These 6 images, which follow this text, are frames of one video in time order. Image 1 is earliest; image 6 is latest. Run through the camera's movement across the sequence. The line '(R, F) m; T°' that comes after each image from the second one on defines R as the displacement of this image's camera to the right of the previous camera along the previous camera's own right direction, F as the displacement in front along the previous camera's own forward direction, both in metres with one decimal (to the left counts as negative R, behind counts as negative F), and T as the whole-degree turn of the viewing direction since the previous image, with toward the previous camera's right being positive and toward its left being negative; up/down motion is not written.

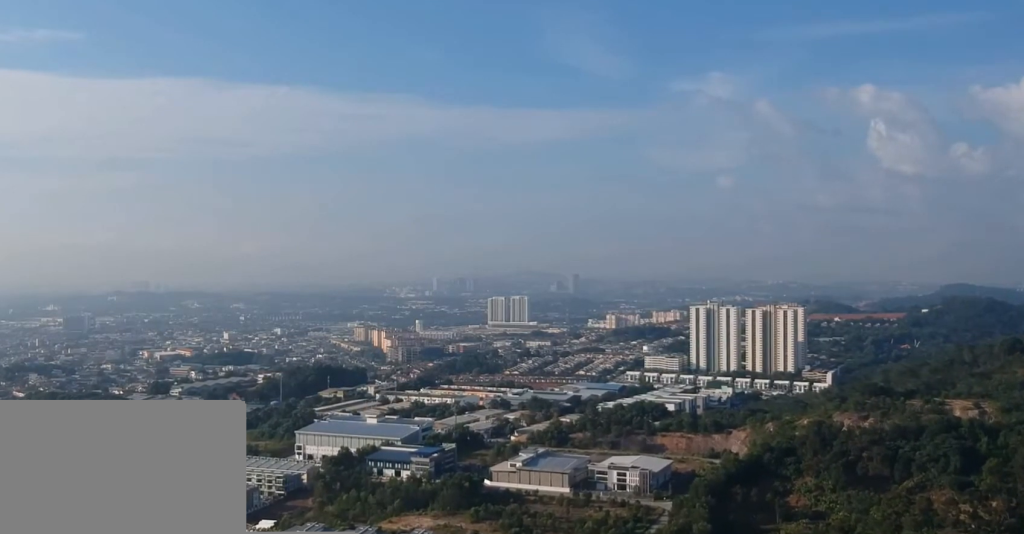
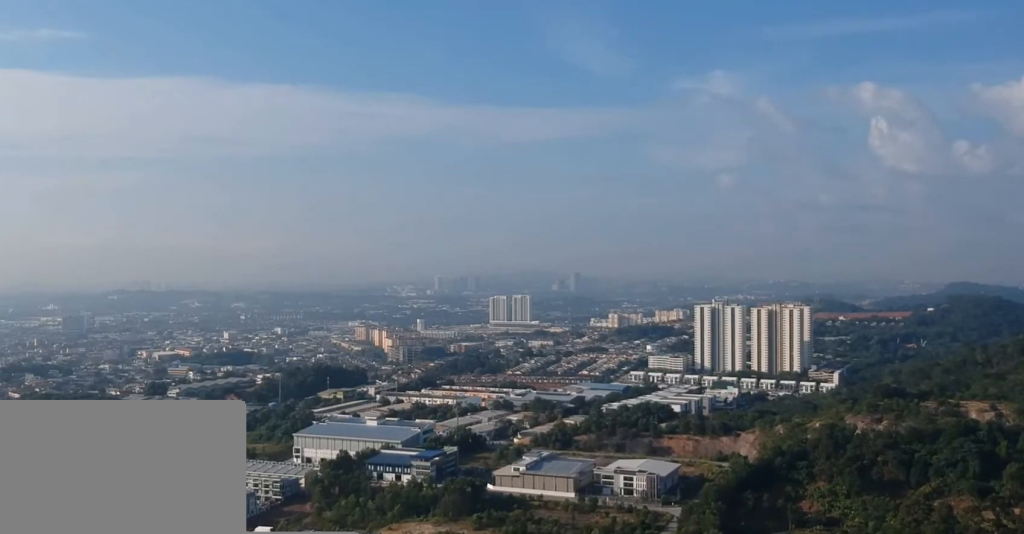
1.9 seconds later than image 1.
(-0.1, +14.3) m; 0°
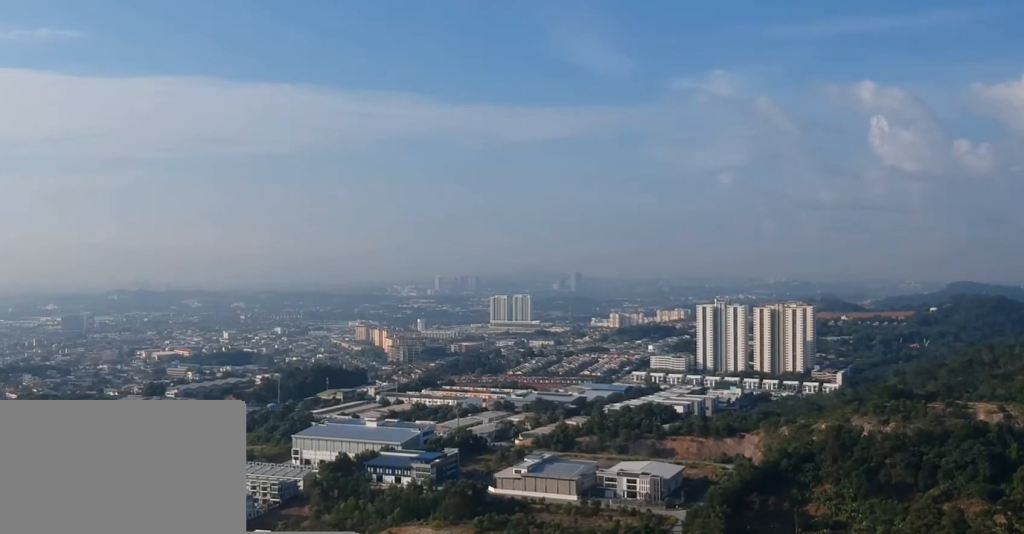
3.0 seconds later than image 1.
(0.0, +7.3) m; 0°
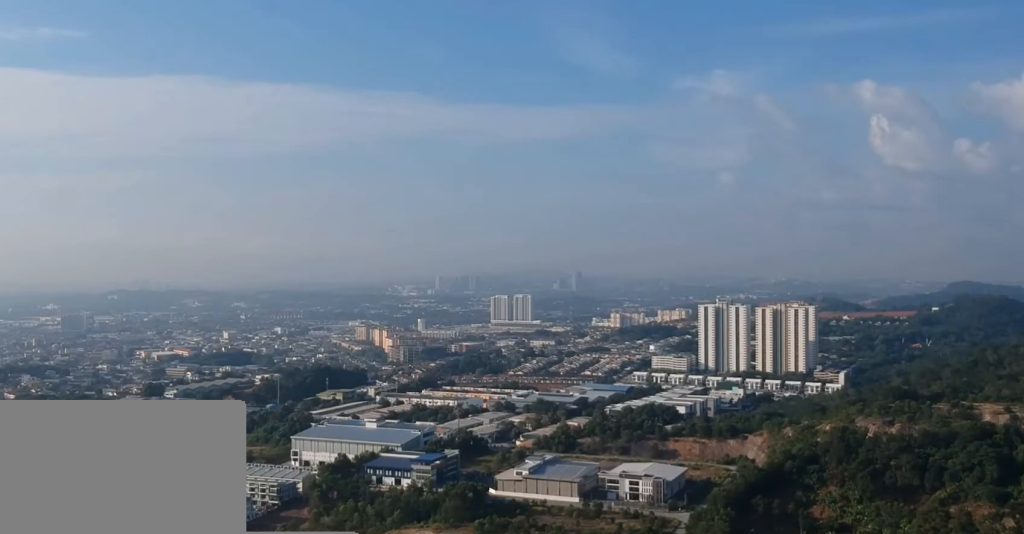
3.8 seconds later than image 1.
(0.0, +5.1) m; 0°
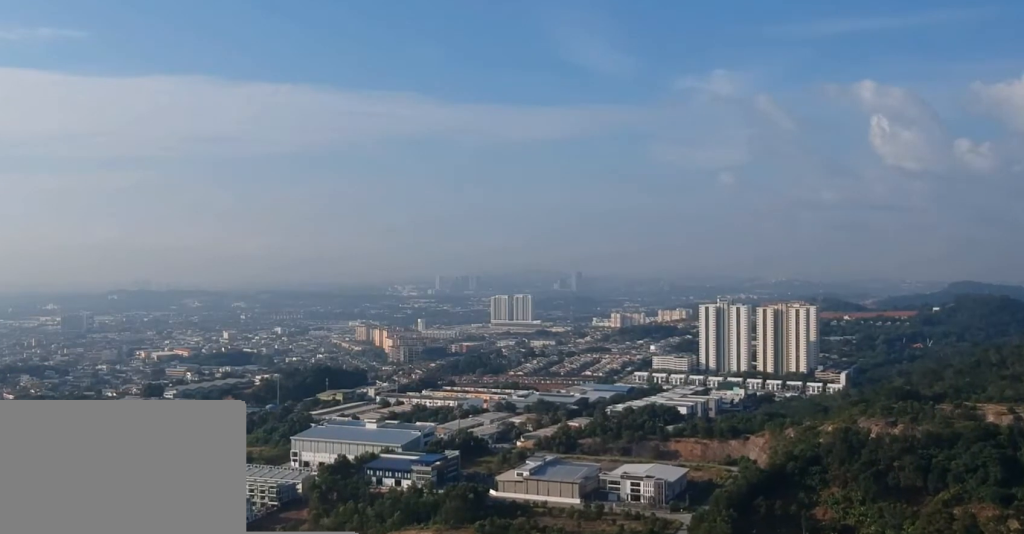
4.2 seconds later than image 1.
(0.0, +2.6) m; 0°
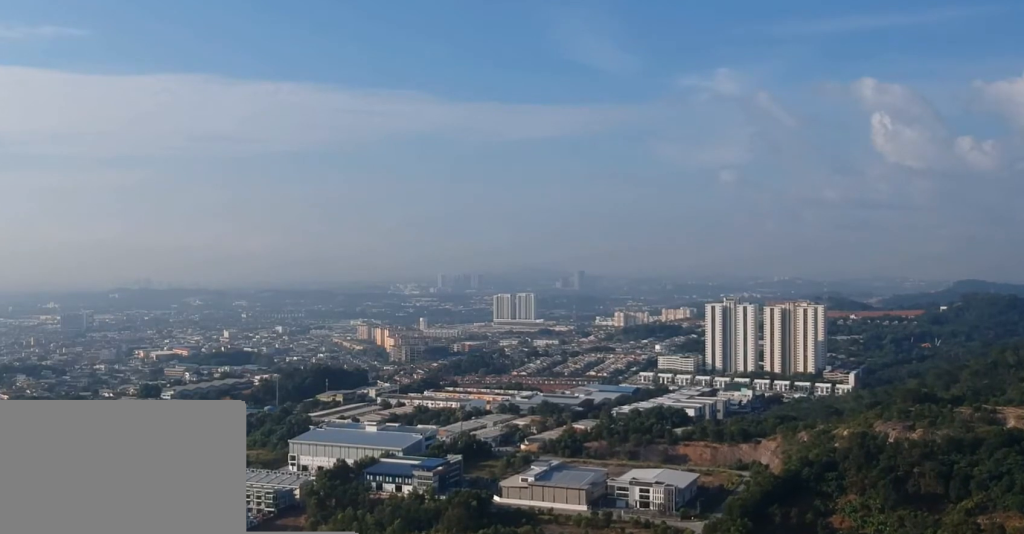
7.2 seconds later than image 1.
(+0.1, +15.3) m; 0°
